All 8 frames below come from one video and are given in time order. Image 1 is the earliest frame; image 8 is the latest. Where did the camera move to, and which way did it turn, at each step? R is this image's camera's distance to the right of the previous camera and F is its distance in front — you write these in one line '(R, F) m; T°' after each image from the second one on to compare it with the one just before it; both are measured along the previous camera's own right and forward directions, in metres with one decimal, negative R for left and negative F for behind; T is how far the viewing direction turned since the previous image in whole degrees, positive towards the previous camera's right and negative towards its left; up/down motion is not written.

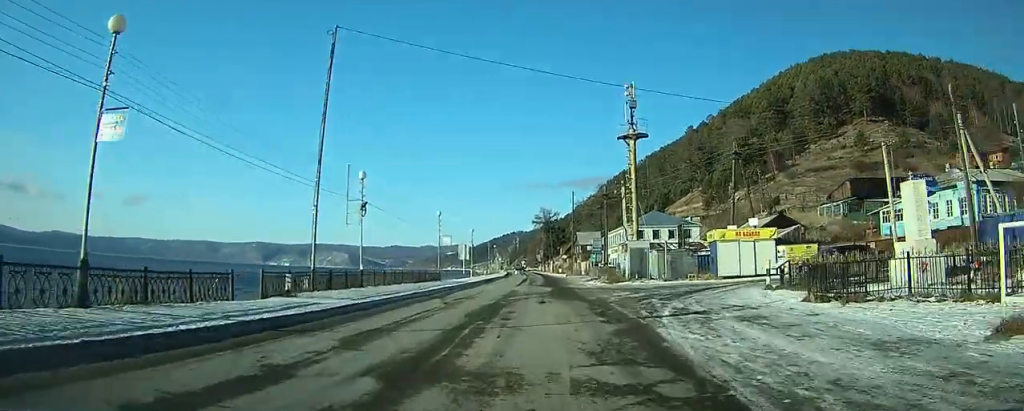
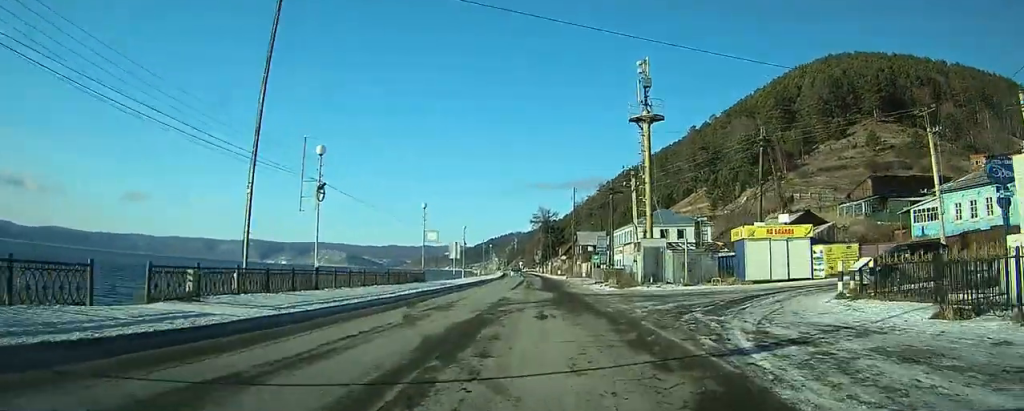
(-0.1, +5.1) m; 0°
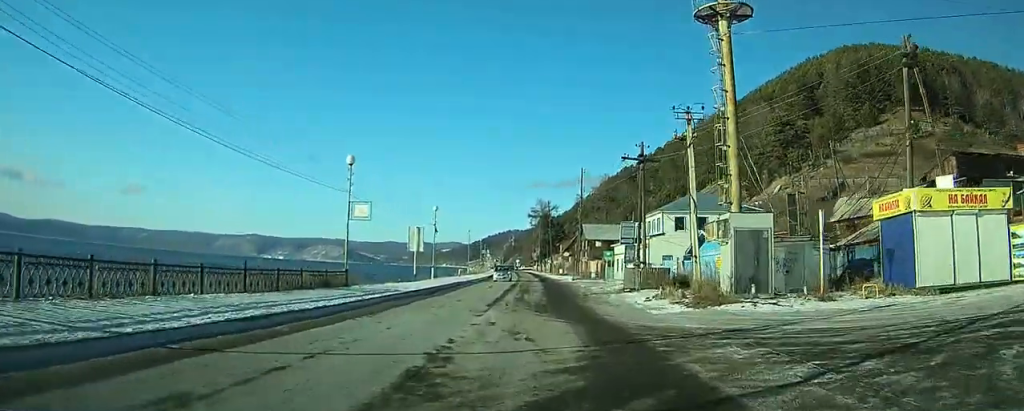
(+0.5, +13.9) m; +2°
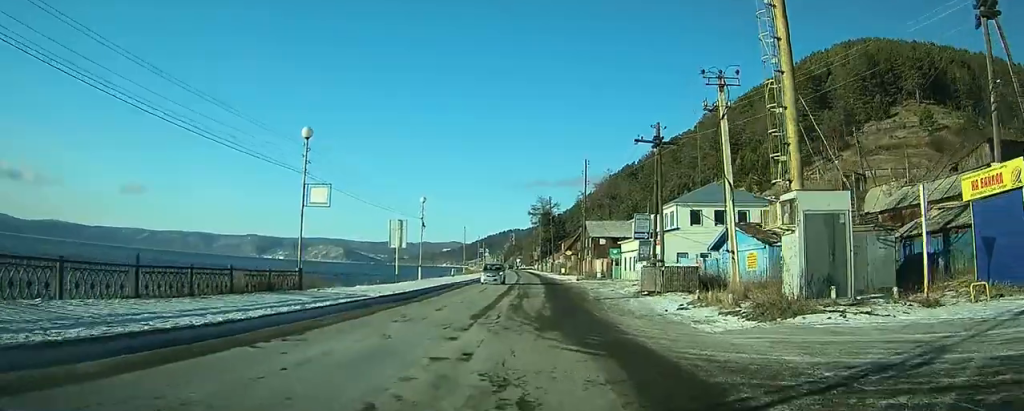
(0.0, +4.5) m; 0°
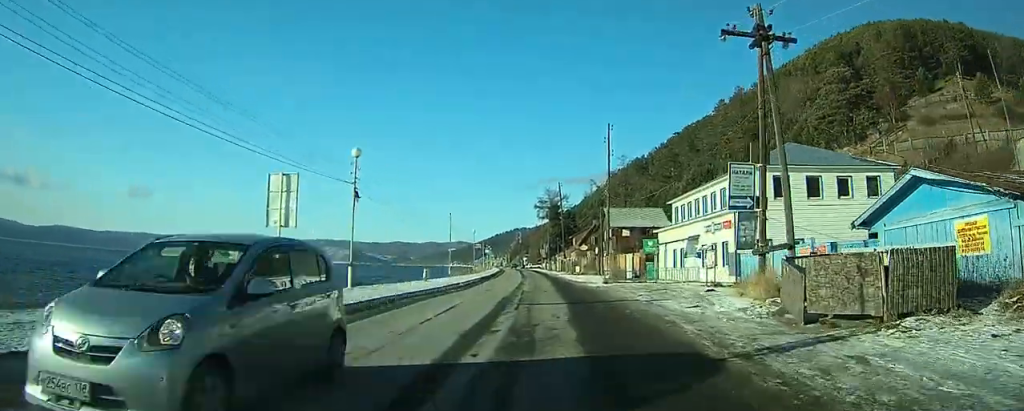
(-0.2, +16.5) m; 0°
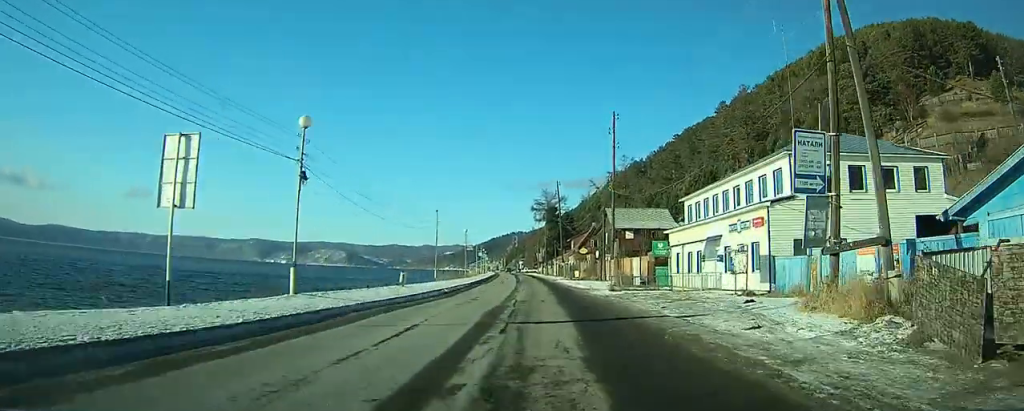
(0.0, +5.7) m; +1°
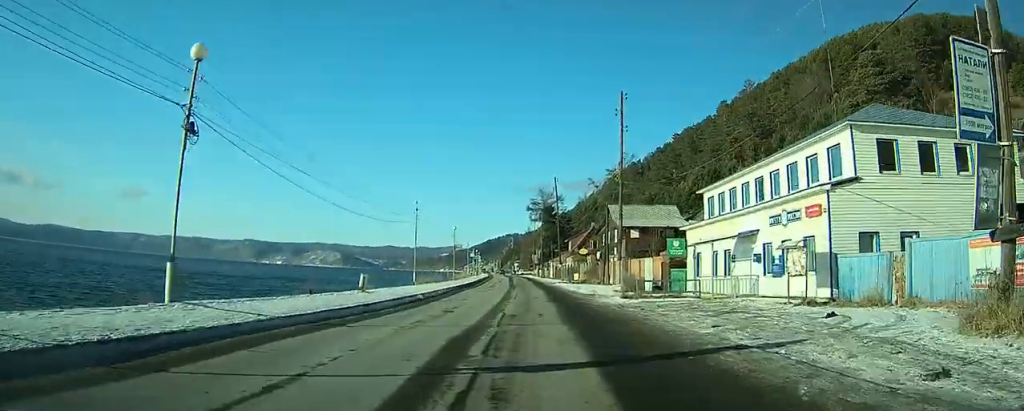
(+0.1, +6.6) m; +1°
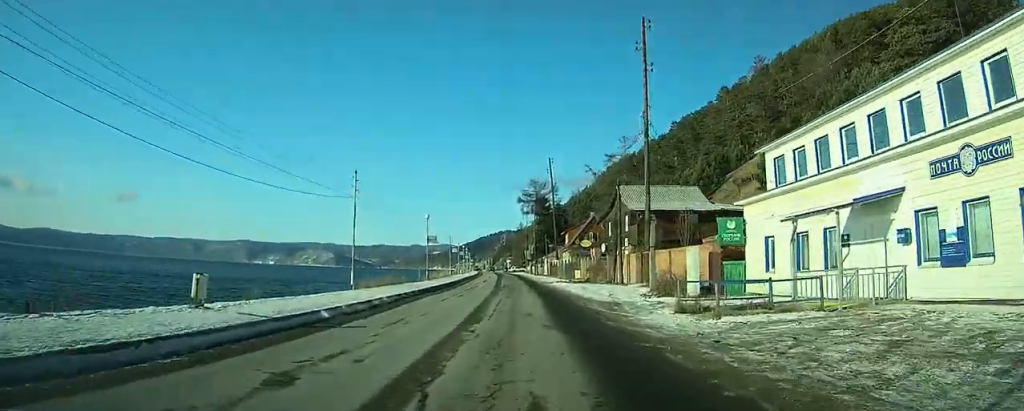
(+0.1, +12.0) m; +1°
